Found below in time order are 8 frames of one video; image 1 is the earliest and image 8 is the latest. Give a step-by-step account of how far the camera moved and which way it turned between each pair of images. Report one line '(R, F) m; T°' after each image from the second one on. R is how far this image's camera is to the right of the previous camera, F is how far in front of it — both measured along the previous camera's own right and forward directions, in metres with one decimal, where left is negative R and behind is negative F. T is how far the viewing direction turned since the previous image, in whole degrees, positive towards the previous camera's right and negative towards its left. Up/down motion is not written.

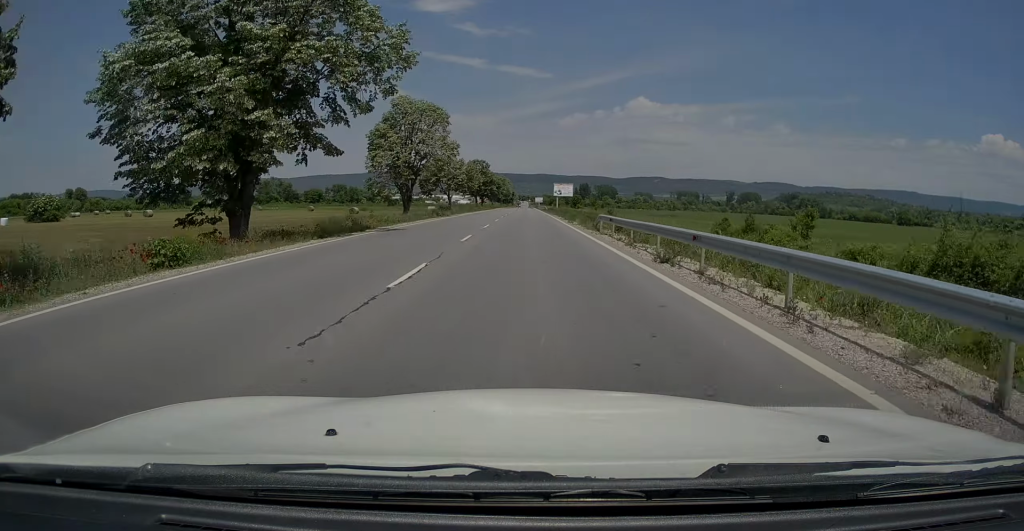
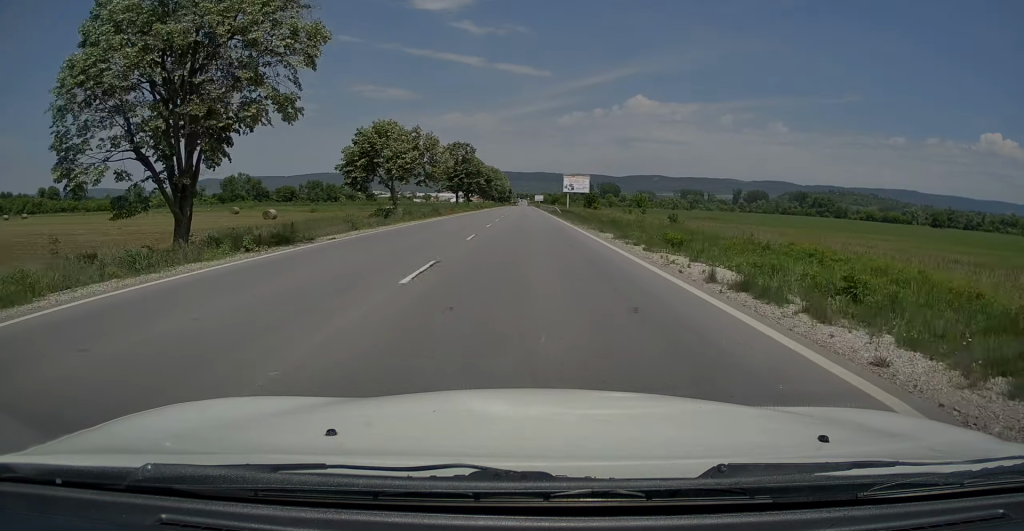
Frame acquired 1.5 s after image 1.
(+0.3, +35.8) m; 0°
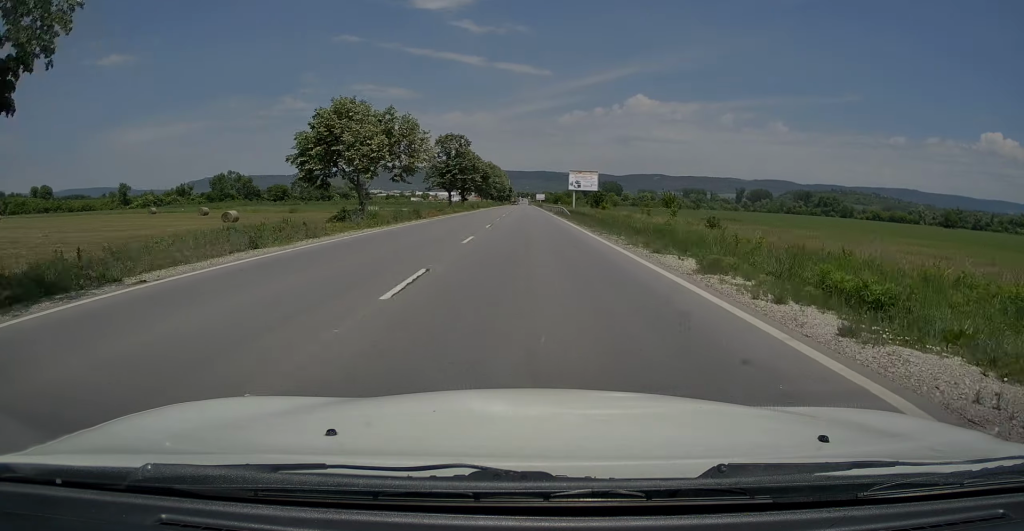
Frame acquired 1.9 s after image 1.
(0.0, +10.4) m; 0°
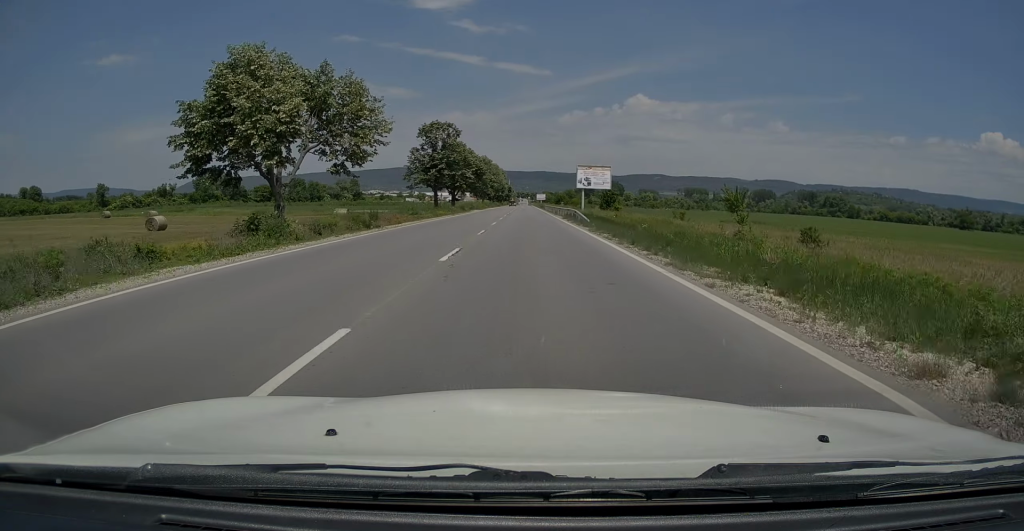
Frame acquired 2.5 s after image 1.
(0.0, +13.6) m; 0°
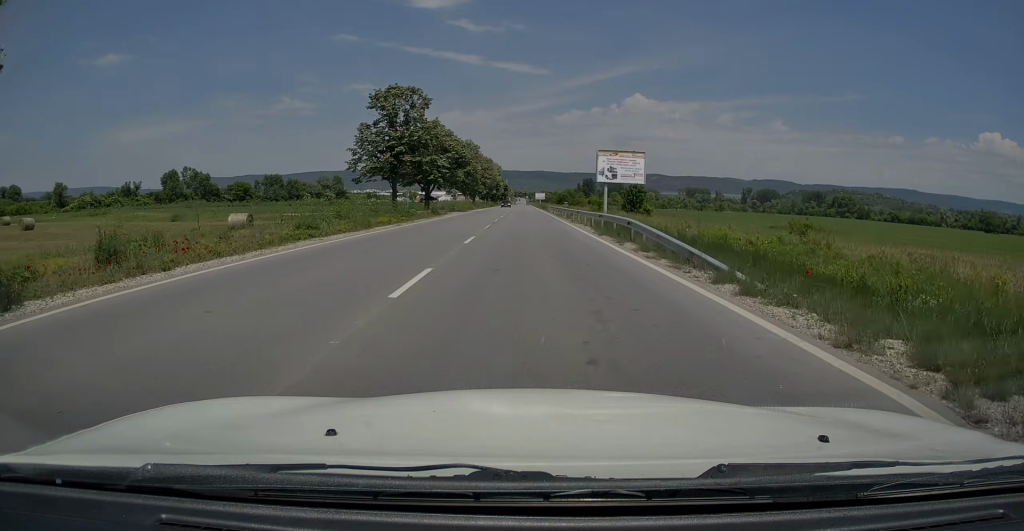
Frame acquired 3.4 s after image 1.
(0.0, +22.5) m; 0°
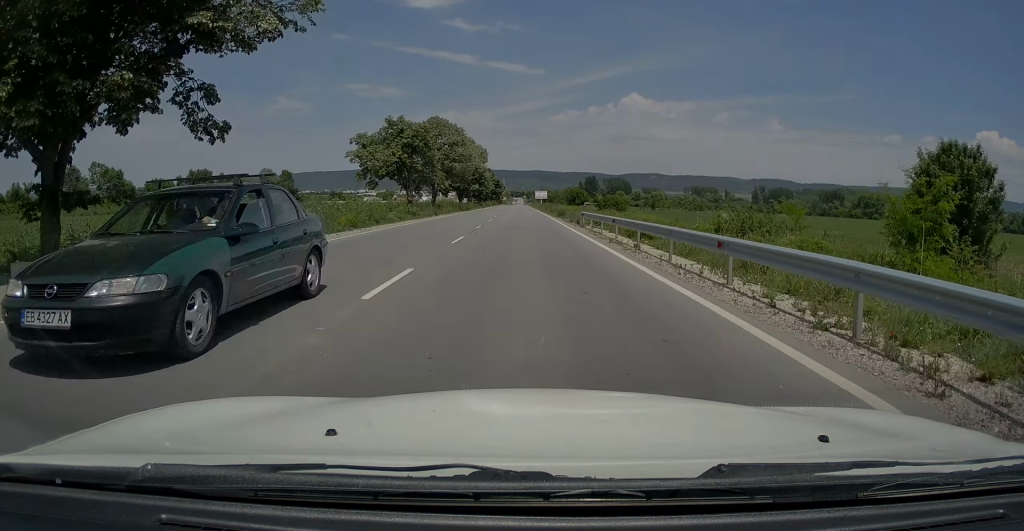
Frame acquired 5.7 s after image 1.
(+0.1, +54.2) m; 0°
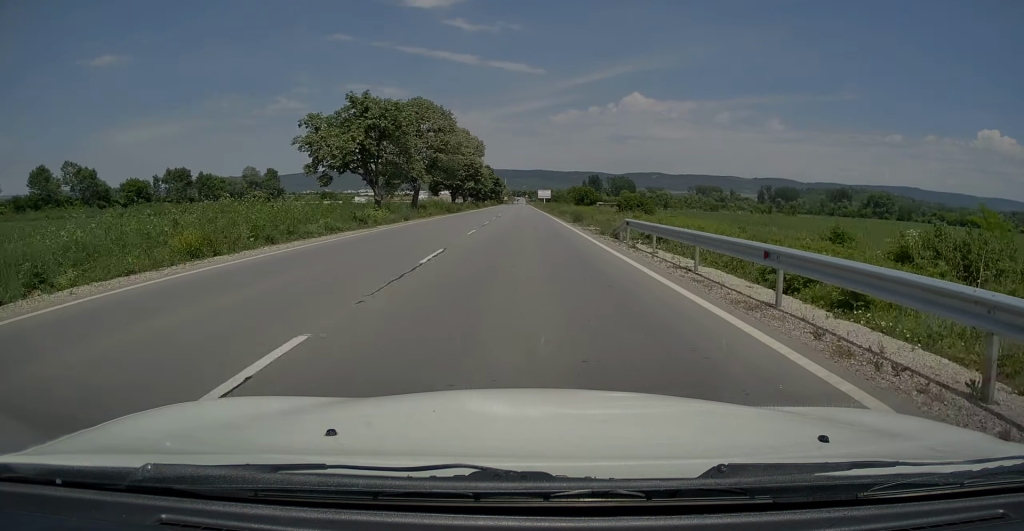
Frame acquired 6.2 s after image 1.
(0.0, +14.0) m; 0°
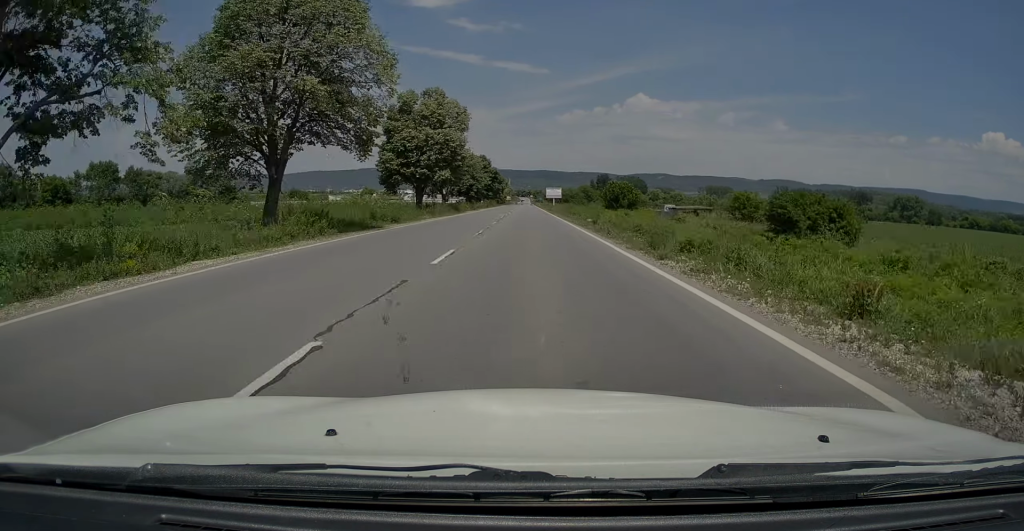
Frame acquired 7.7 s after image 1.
(0.0, +36.6) m; 0°
